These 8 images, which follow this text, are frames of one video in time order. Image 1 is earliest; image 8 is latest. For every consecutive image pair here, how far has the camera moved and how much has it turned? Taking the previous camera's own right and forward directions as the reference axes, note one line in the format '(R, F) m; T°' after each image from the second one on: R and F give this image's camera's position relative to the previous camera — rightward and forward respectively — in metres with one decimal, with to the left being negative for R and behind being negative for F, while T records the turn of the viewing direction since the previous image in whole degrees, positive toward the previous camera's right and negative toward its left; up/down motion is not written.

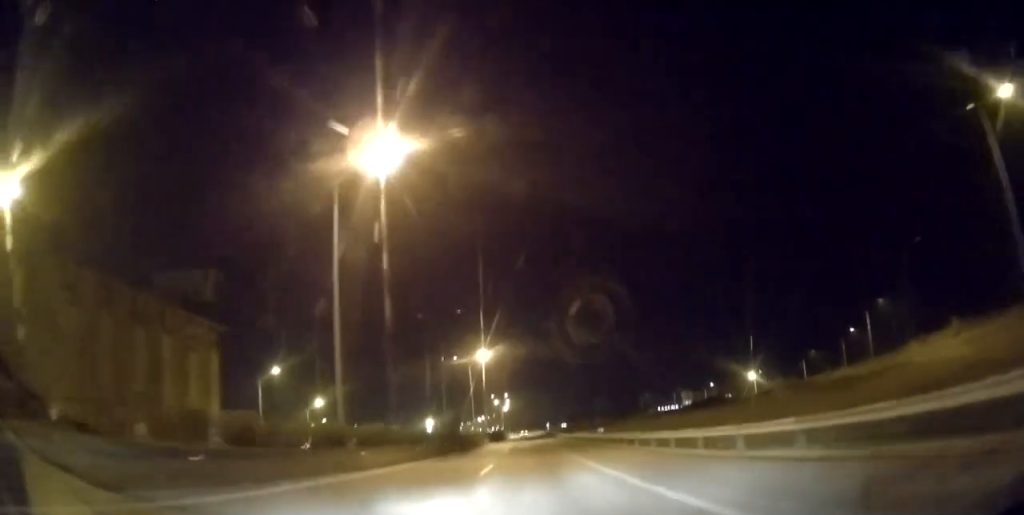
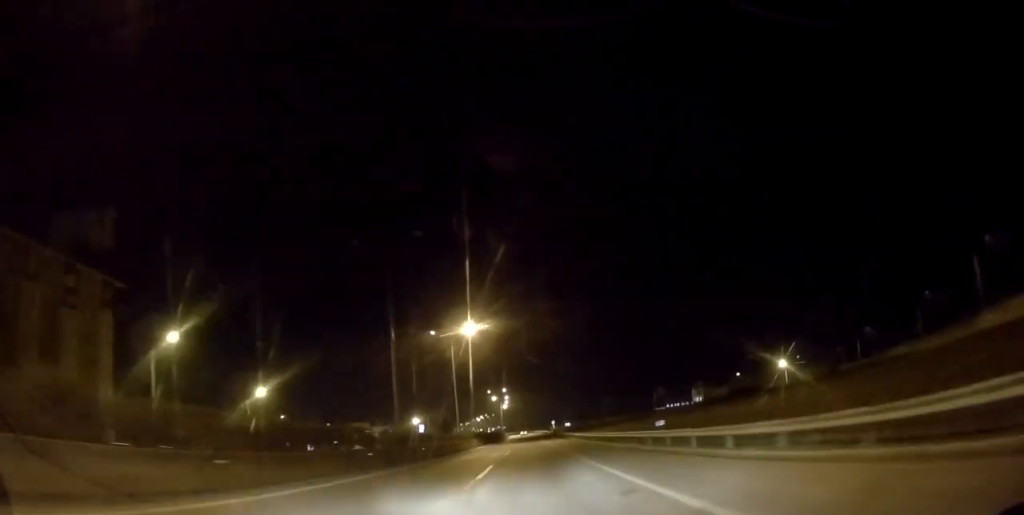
(0.0, +22.7) m; +1°
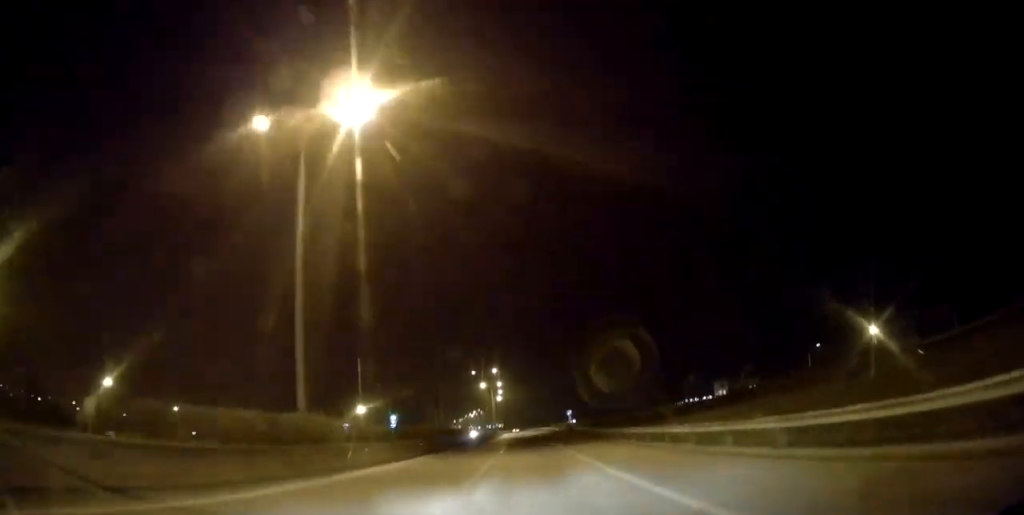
(+0.1, +47.5) m; 0°
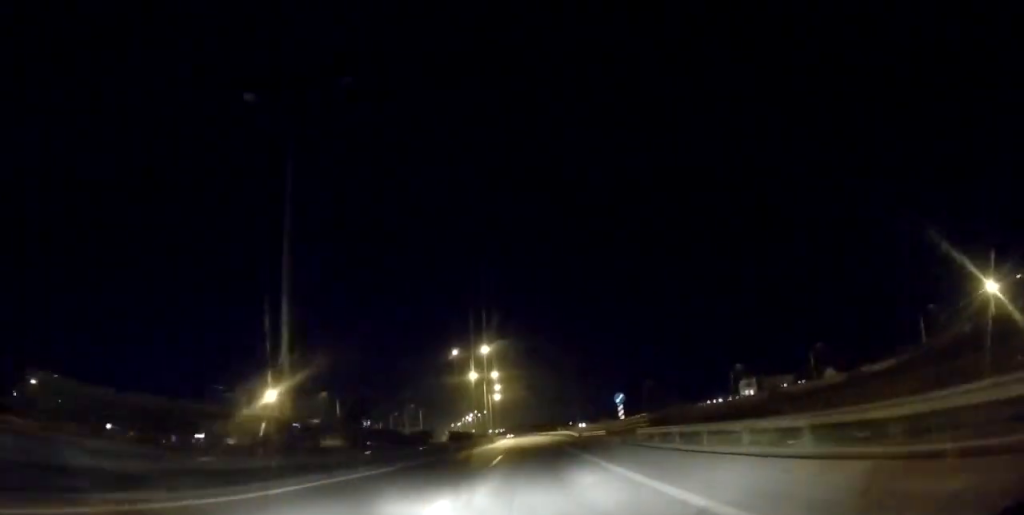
(-0.1, +36.4) m; 0°
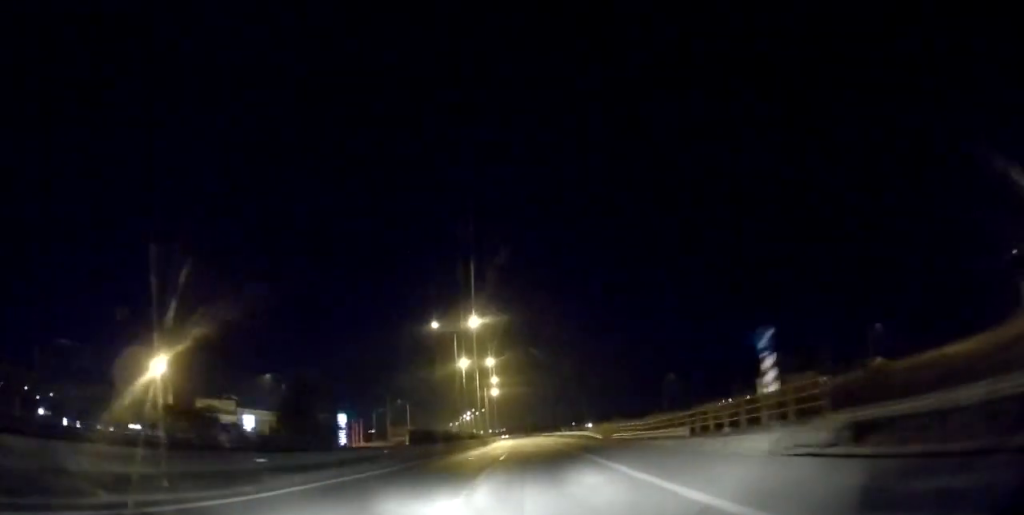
(+0.1, +21.8) m; 0°
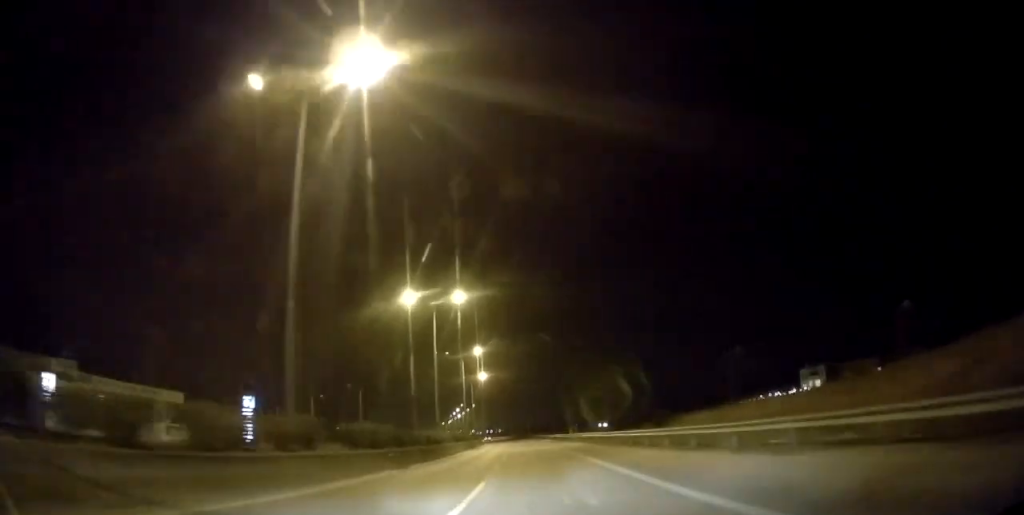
(-1.0, +46.5) m; -2°
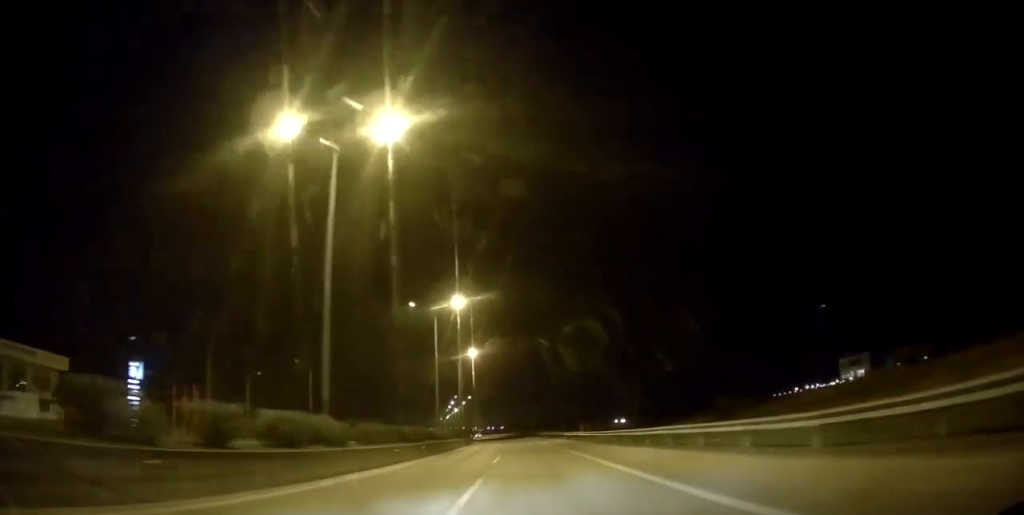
(-0.1, +29.3) m; 0°
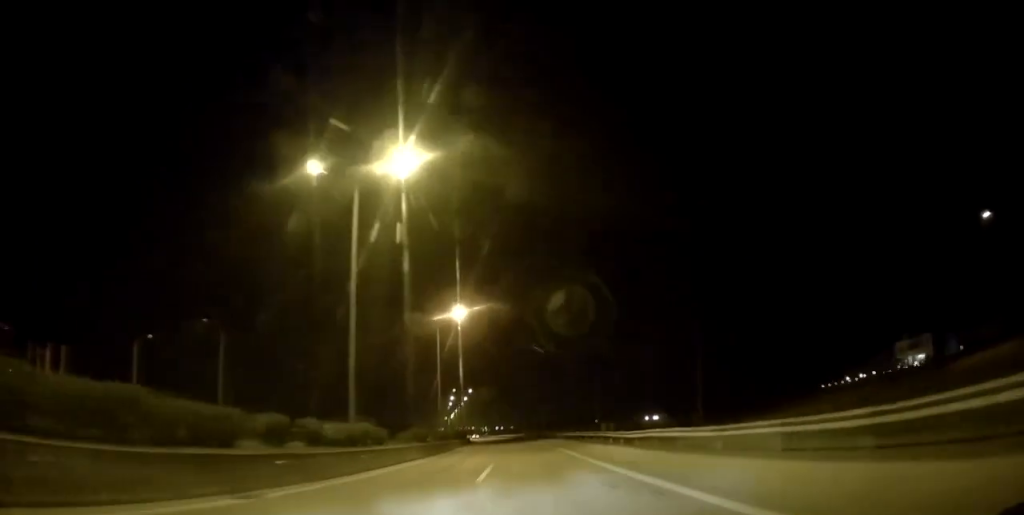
(+0.2, +29.8) m; 0°
